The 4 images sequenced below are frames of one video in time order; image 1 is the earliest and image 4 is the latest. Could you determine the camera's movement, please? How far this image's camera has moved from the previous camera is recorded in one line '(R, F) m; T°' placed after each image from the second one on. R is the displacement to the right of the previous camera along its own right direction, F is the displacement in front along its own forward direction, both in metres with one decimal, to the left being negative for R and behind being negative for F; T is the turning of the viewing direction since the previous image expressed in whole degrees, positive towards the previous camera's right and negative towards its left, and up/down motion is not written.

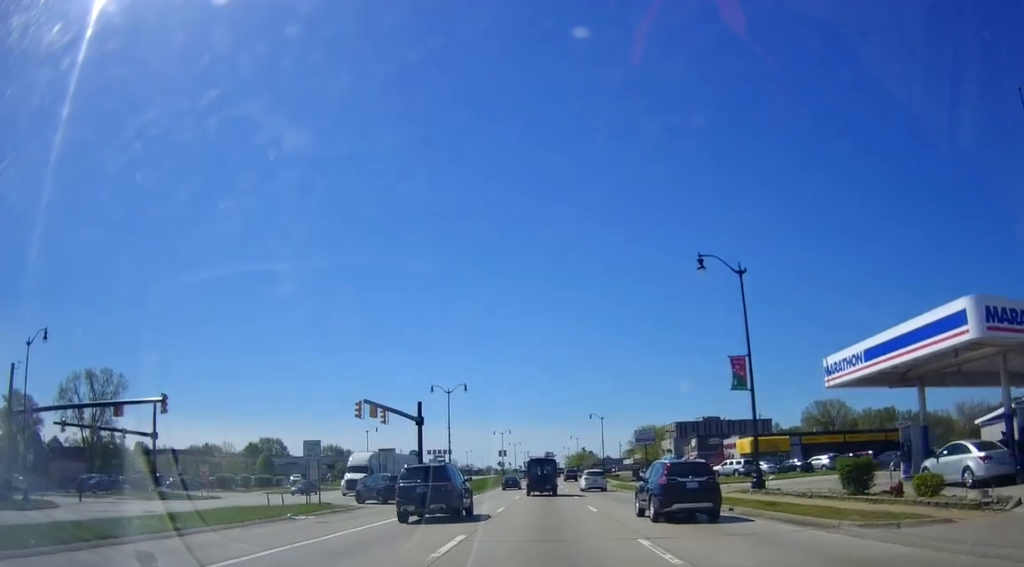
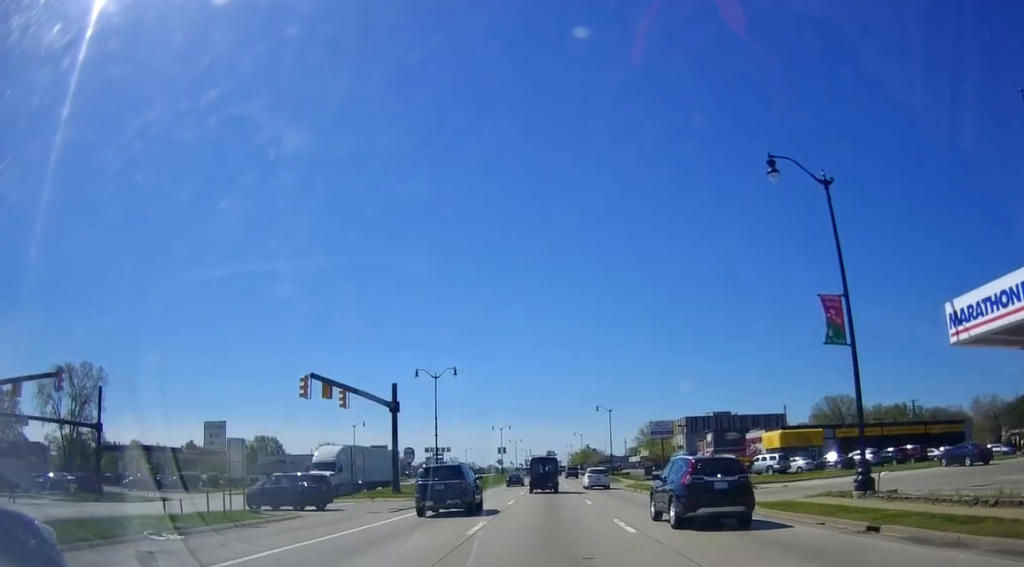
(0.0, +7.8) m; -1°
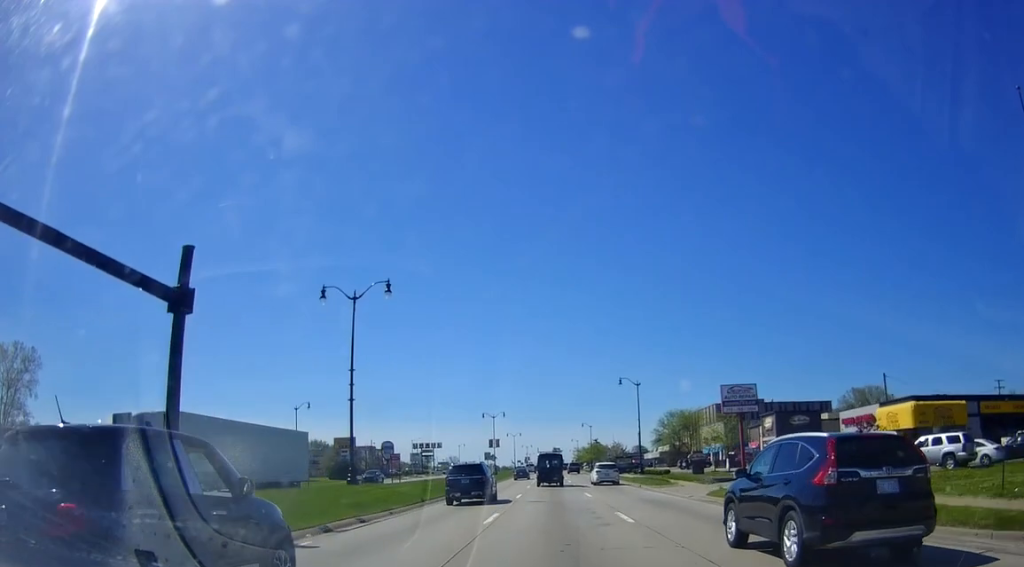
(-1.2, +25.1) m; -2°
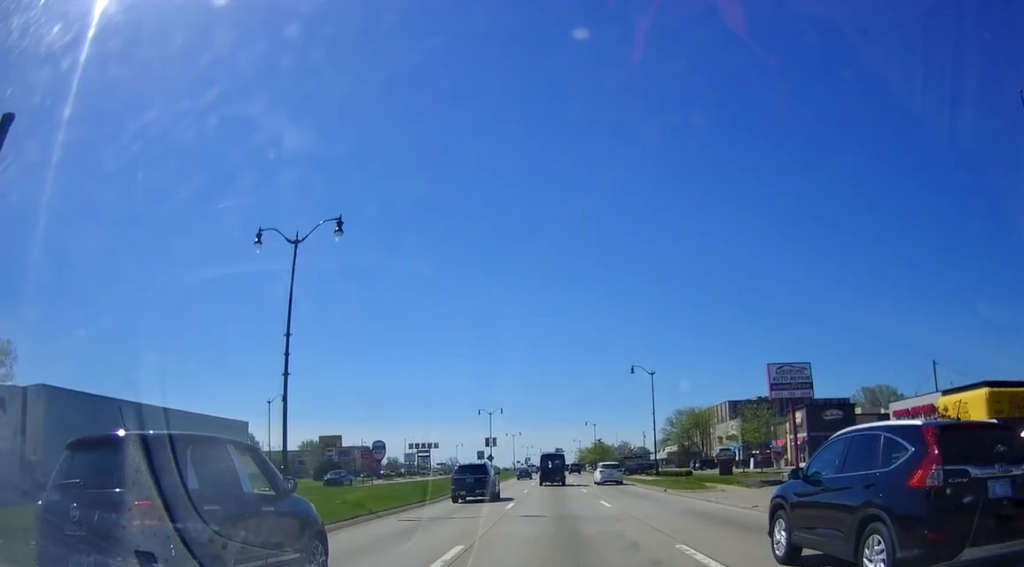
(+0.4, +8.8) m; +1°
